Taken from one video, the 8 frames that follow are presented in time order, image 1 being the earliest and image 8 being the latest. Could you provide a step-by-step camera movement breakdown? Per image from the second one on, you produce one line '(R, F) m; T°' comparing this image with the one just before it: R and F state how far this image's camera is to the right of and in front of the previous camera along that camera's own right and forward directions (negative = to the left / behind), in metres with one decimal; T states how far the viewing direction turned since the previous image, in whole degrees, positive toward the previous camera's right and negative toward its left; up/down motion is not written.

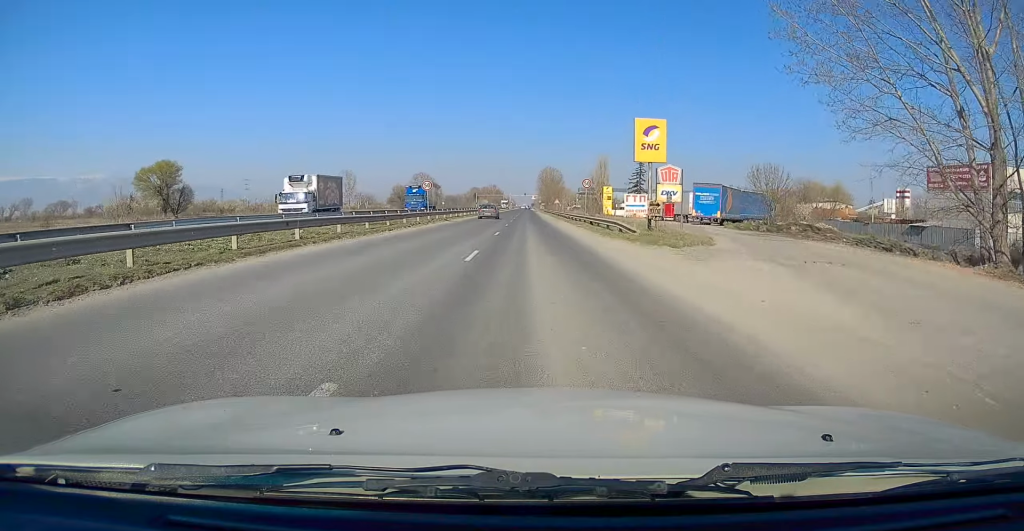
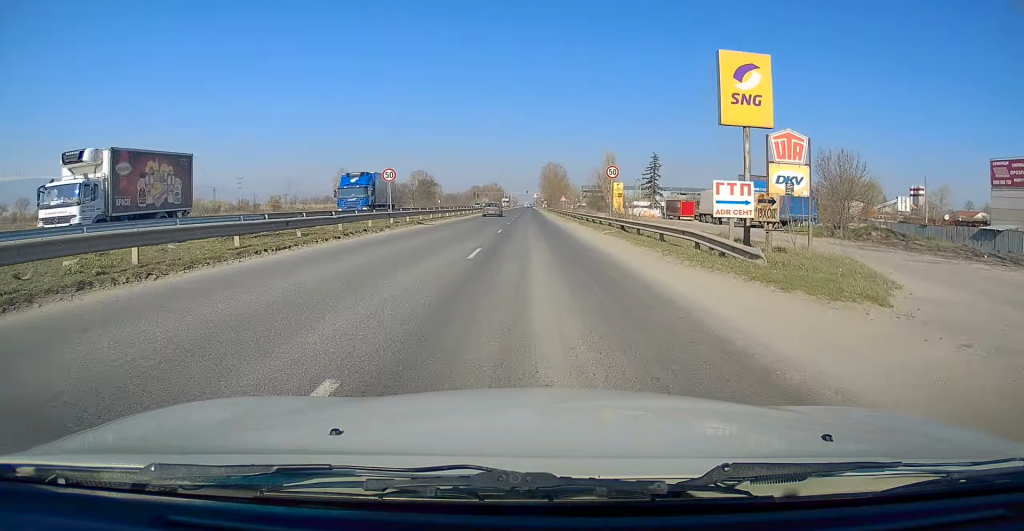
(+0.1, +11.9) m; 0°
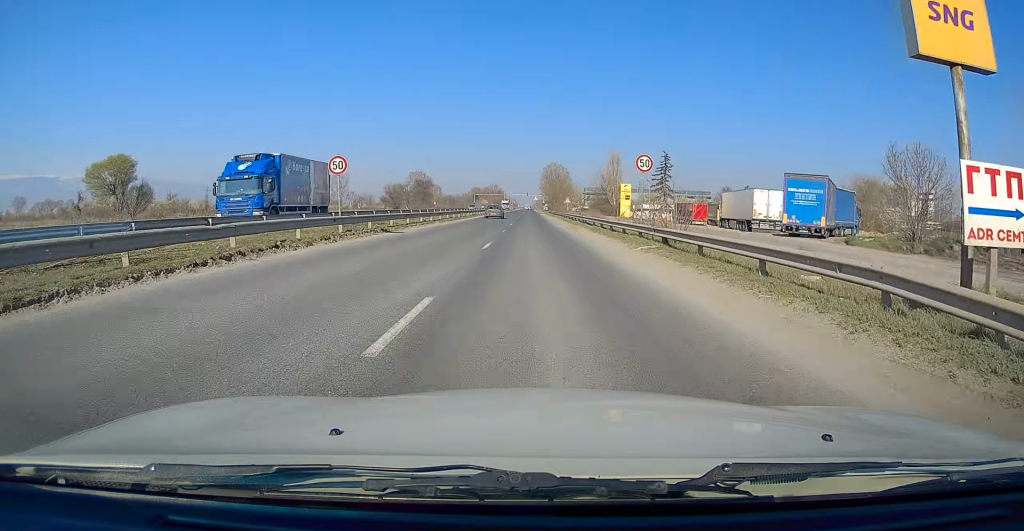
(0.0, +8.3) m; -1°
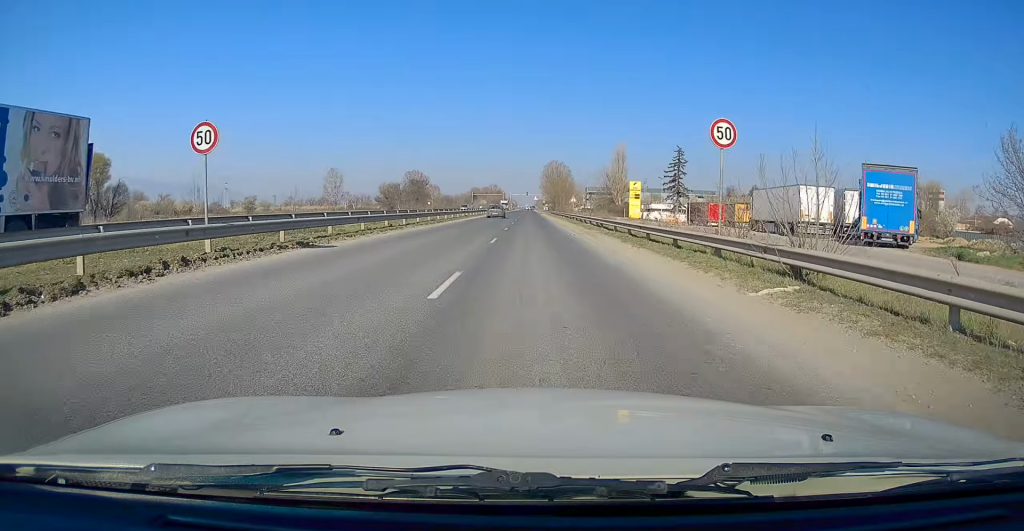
(0.0, +9.4) m; 0°
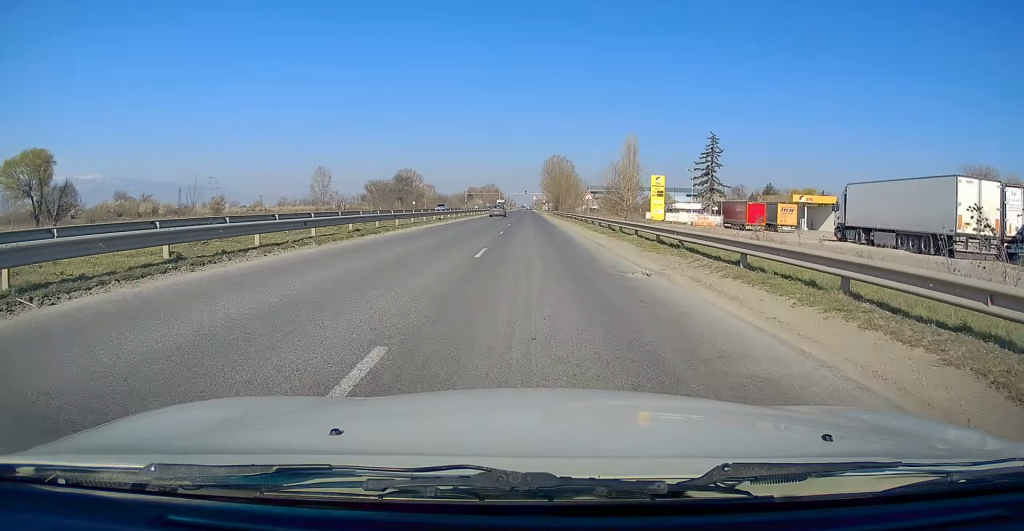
(-0.2, +17.8) m; 0°
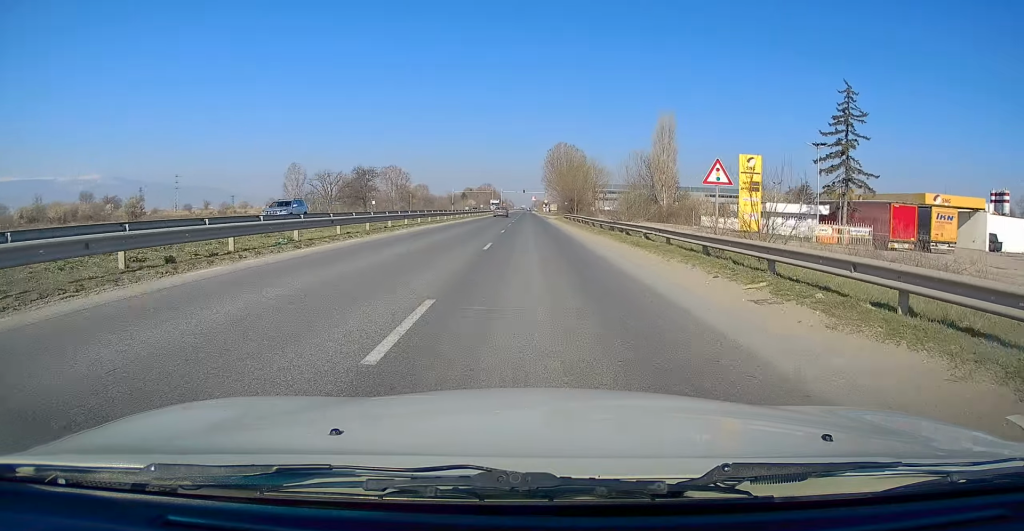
(-0.1, +33.4) m; 0°
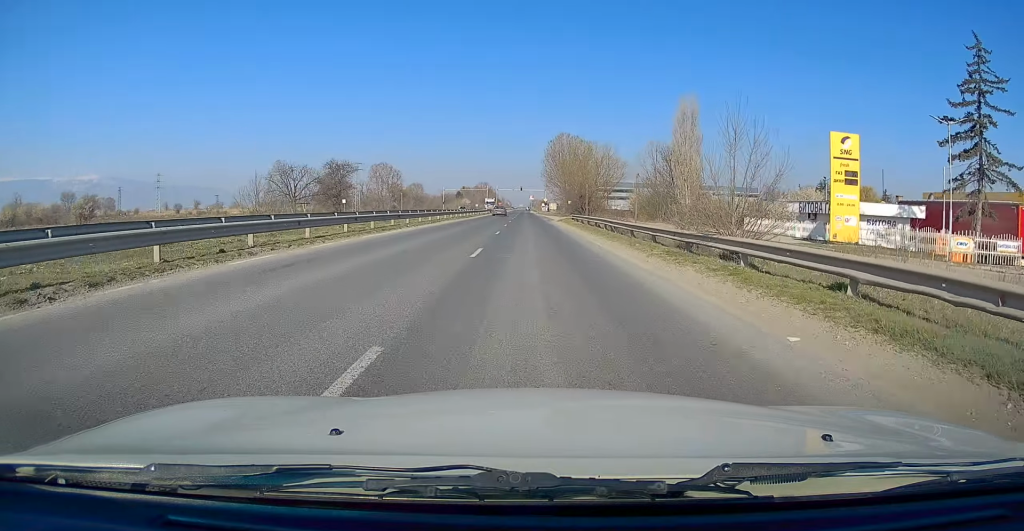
(+0.3, +14.8) m; 0°
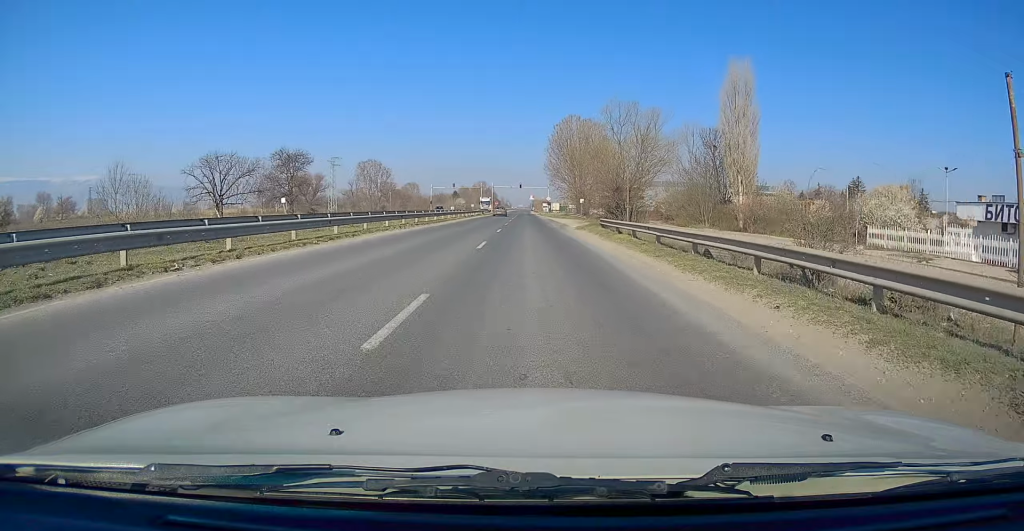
(-0.1, +21.1) m; 0°
